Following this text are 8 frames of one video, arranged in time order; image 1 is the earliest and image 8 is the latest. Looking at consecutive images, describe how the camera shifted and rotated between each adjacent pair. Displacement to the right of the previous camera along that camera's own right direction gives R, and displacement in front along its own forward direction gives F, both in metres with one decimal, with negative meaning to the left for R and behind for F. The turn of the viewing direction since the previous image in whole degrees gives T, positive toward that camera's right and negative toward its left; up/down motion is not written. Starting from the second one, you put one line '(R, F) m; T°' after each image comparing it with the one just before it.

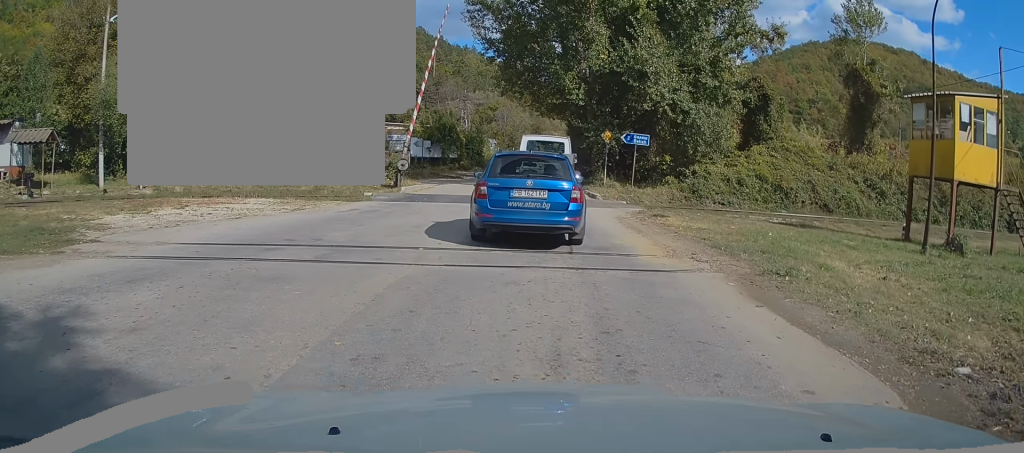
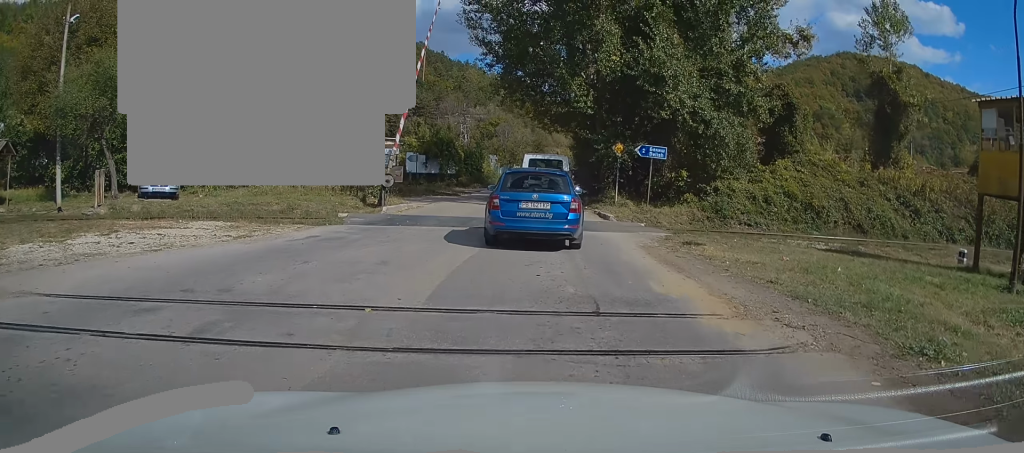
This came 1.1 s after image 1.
(-0.4, +3.3) m; -7°
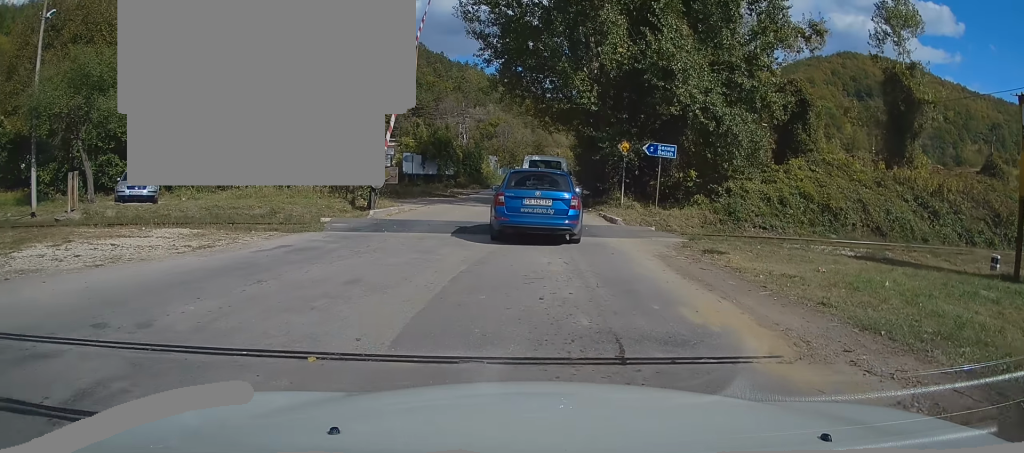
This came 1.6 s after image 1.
(0.0, +1.6) m; 0°
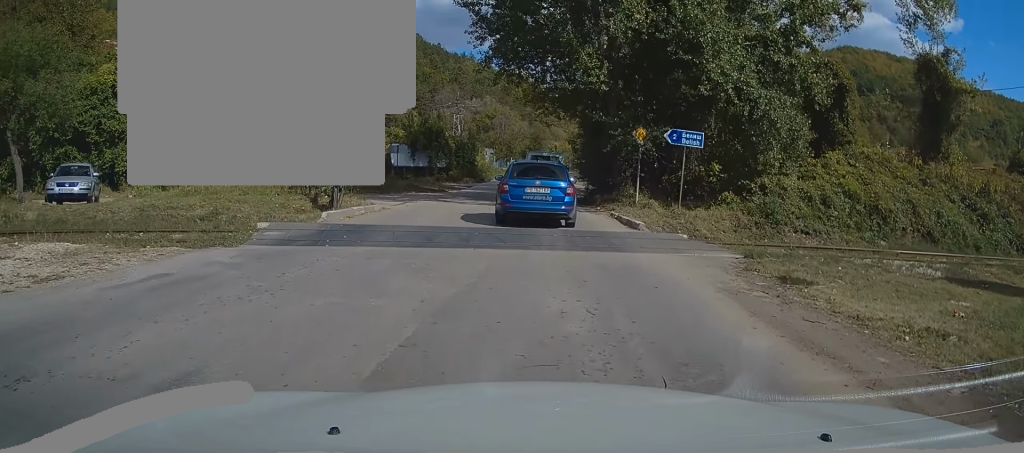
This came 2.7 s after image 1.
(+0.1, +3.8) m; +3°
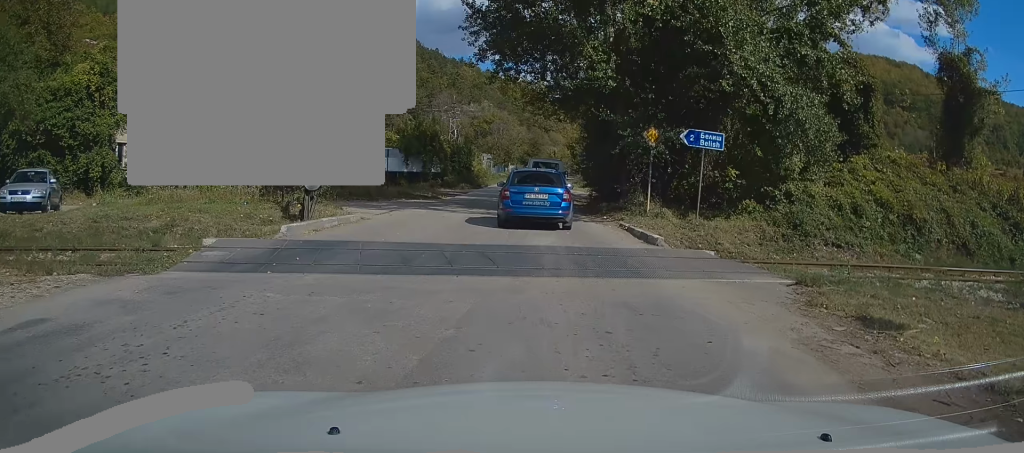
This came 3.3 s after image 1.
(0.0, +2.3) m; +1°
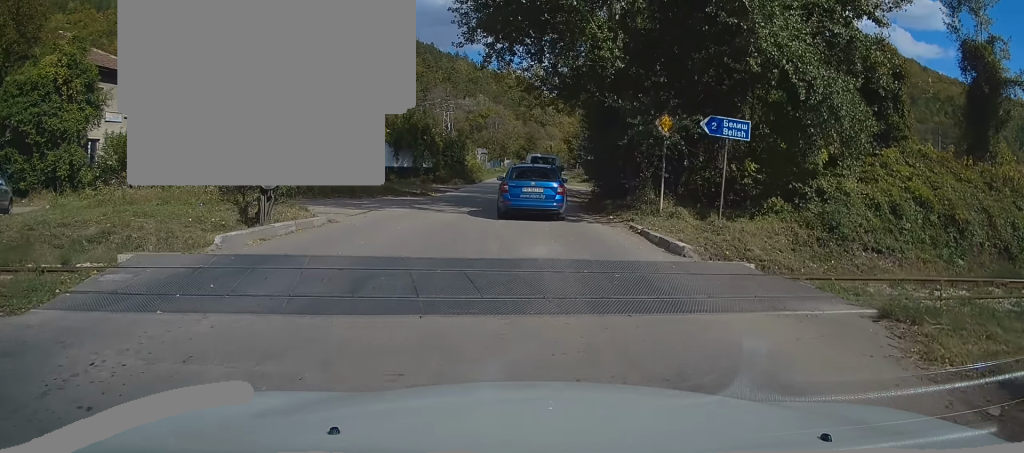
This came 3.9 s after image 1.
(0.0, +2.3) m; +1°
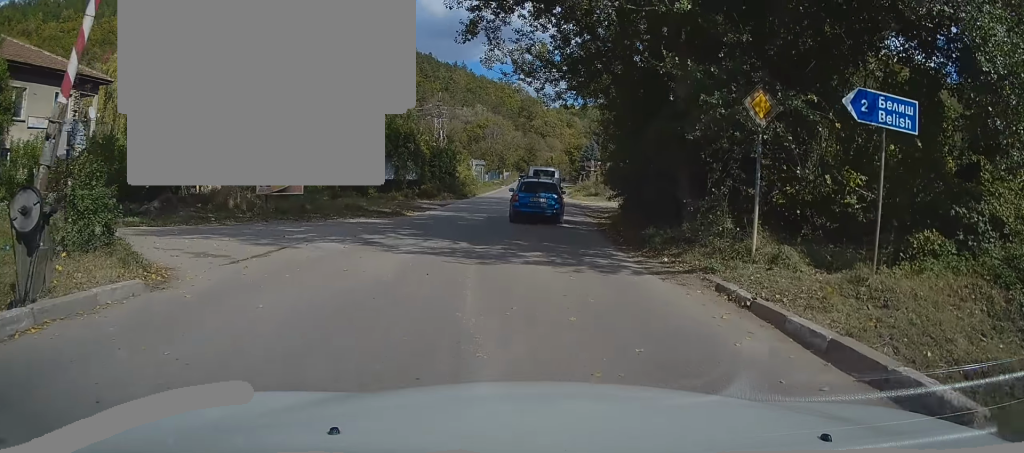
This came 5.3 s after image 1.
(-0.2, +7.0) m; -3°
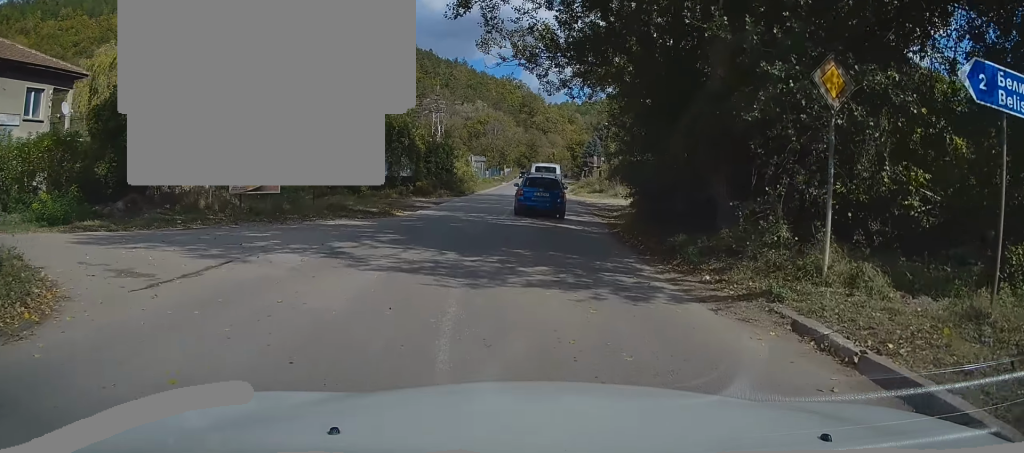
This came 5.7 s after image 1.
(-0.2, +2.3) m; 0°
